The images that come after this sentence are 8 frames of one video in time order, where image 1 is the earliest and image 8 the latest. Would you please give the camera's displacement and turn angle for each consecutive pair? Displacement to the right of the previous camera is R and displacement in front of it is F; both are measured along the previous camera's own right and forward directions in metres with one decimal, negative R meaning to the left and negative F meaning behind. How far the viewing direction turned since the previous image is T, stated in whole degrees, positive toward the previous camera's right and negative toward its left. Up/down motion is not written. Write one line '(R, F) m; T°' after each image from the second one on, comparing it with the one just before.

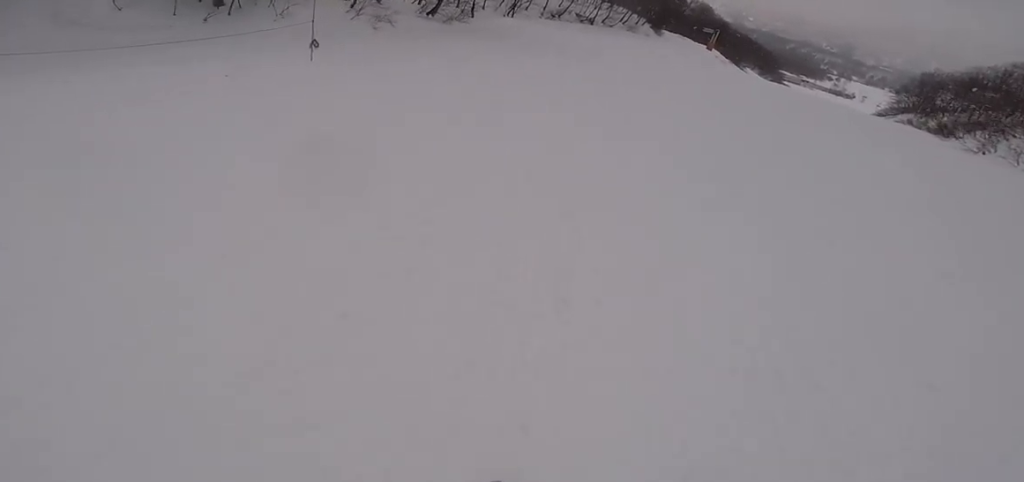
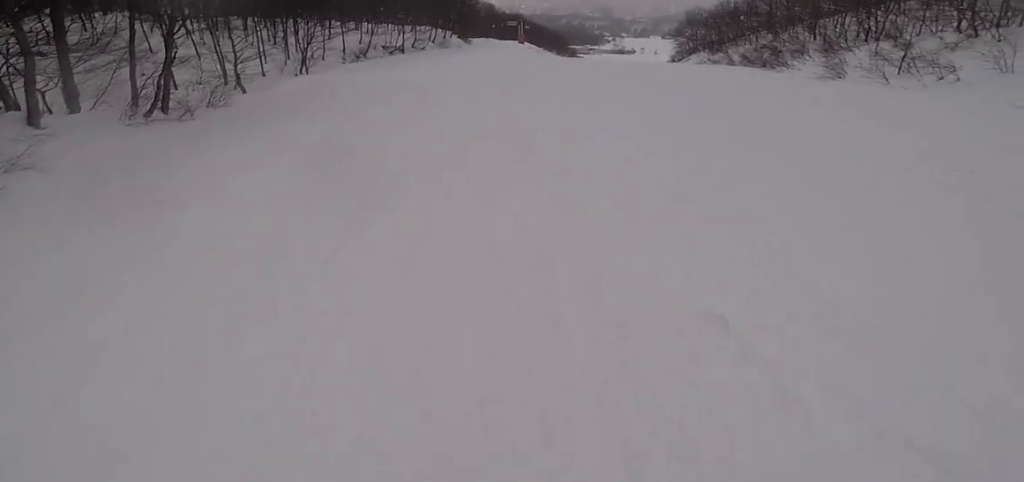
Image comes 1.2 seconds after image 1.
(-1.2, +11.1) m; -3°
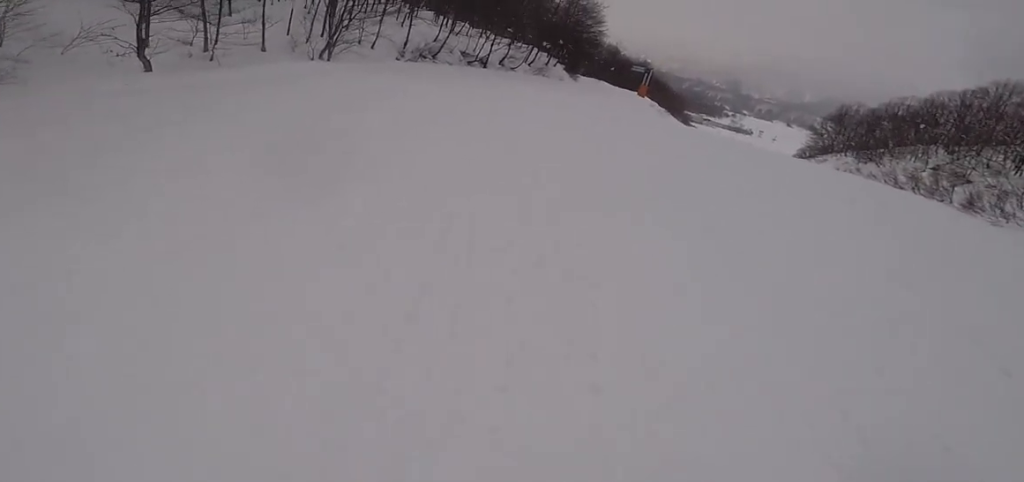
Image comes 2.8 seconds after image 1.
(+1.5, +15.3) m; +4°
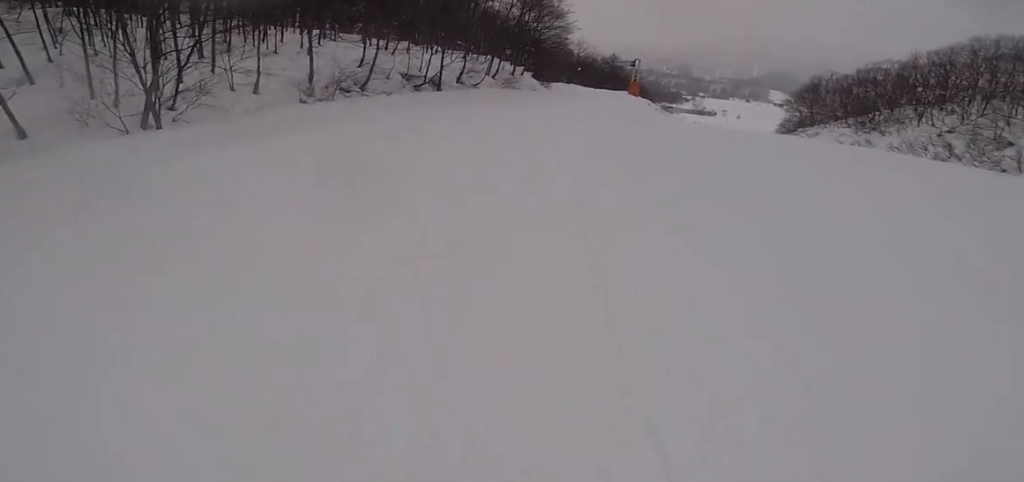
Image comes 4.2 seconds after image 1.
(-1.3, +12.0) m; -4°
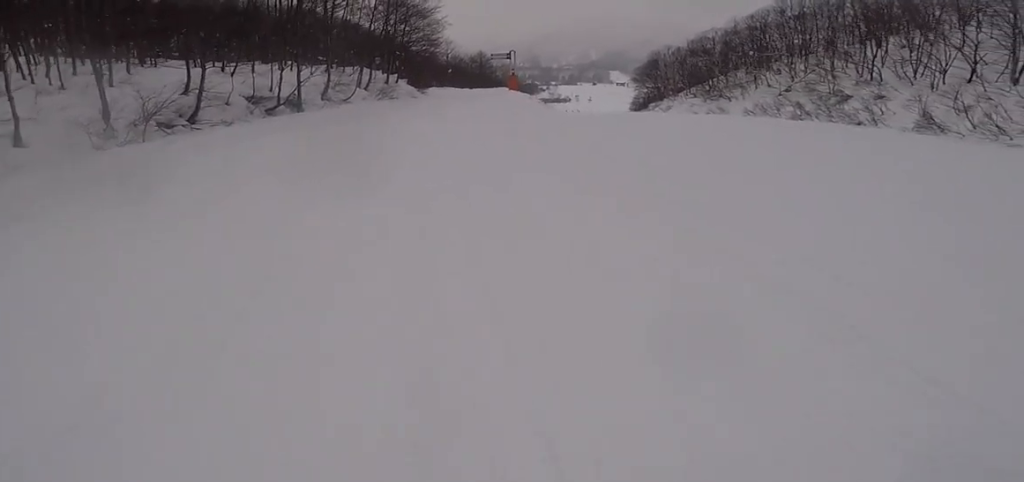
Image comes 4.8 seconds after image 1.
(+0.3, +5.7) m; +7°
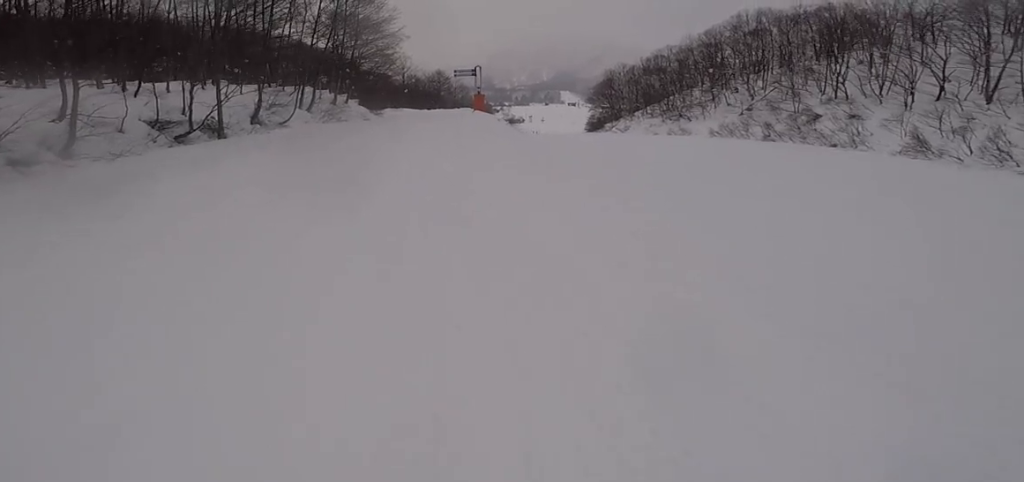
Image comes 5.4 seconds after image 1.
(+0.2, +5.1) m; +10°
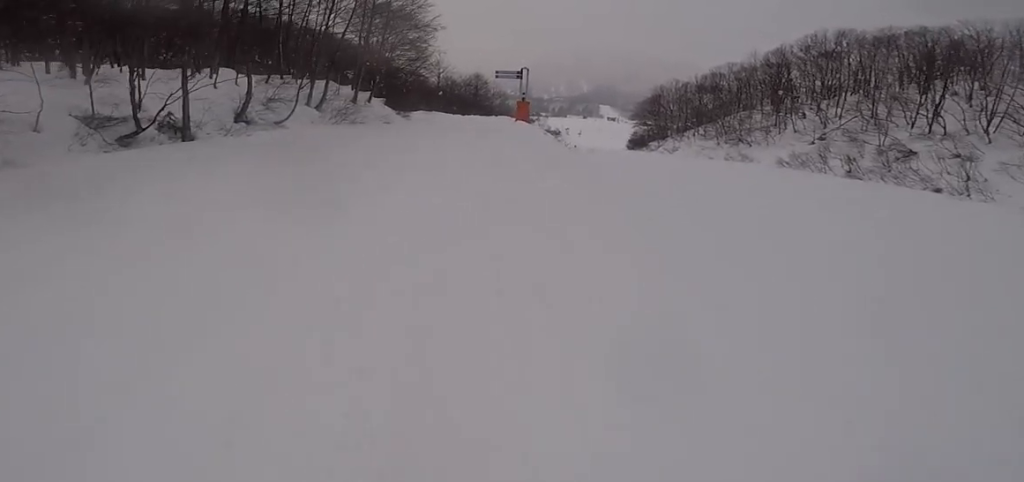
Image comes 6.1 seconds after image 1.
(+0.9, +6.5) m; 0°
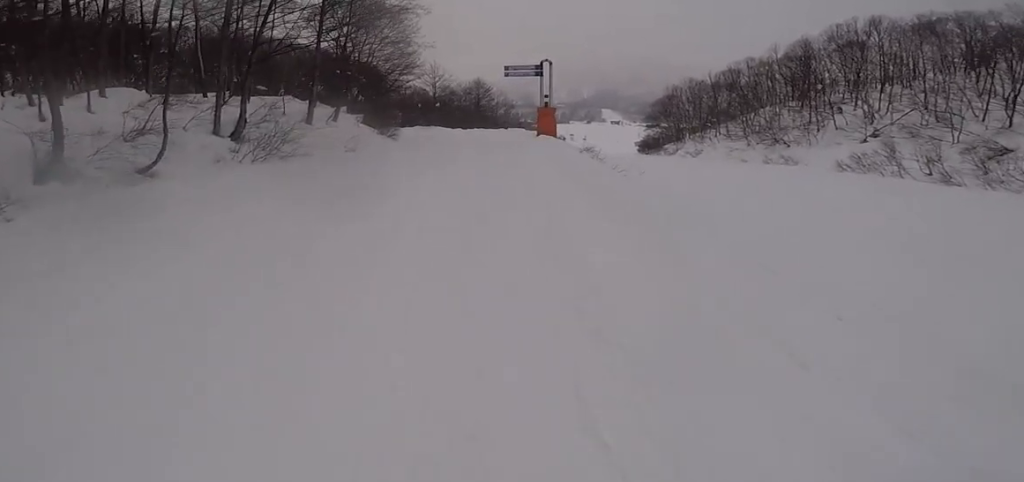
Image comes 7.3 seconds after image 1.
(-0.8, +10.2) m; -8°
